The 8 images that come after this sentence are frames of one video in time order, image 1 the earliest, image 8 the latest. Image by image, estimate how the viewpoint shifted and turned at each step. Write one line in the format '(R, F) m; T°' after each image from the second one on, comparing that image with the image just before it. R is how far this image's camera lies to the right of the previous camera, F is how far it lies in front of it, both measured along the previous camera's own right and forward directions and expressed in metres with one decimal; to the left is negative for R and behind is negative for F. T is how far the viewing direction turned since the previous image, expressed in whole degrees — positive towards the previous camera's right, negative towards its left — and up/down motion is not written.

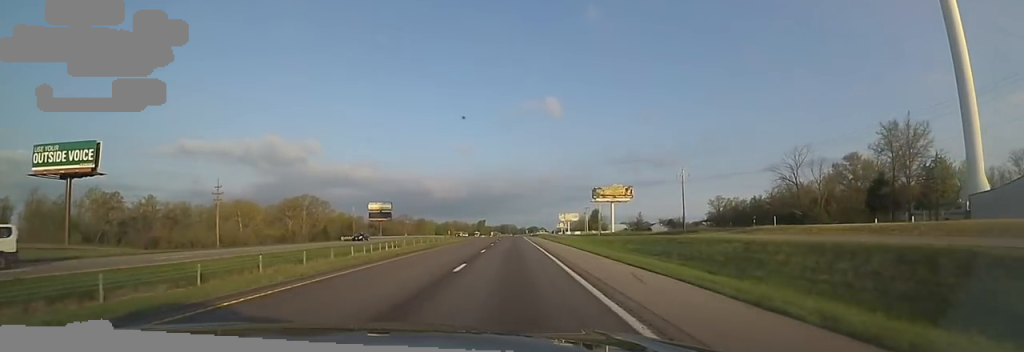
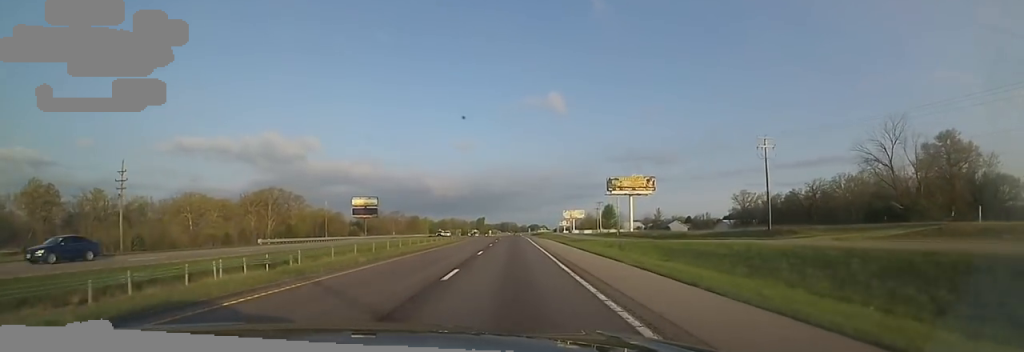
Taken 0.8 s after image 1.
(+0.6, +26.7) m; +1°
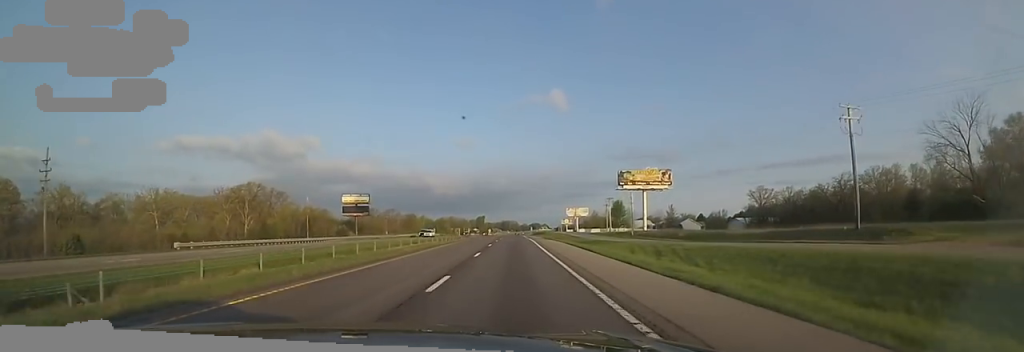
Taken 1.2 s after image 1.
(+0.8, +14.3) m; 0°
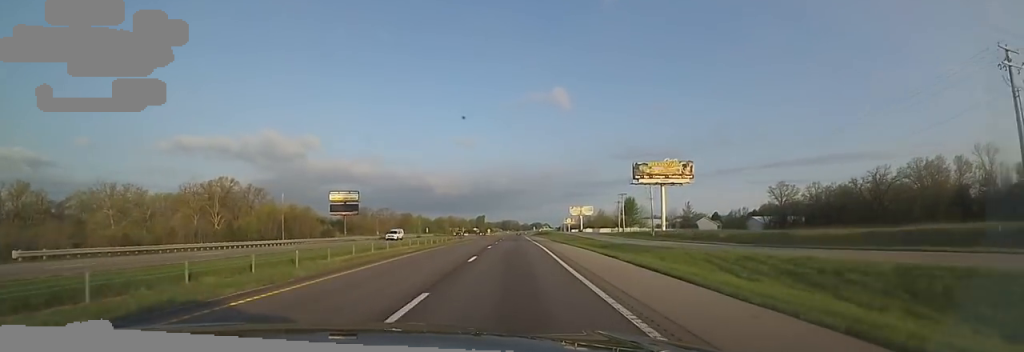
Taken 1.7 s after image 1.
(-0.3, +15.6) m; -1°
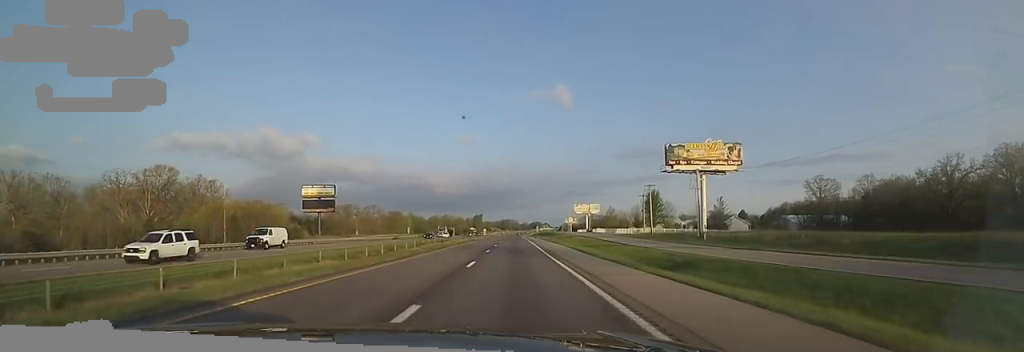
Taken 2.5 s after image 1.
(-0.8, +25.7) m; -1°
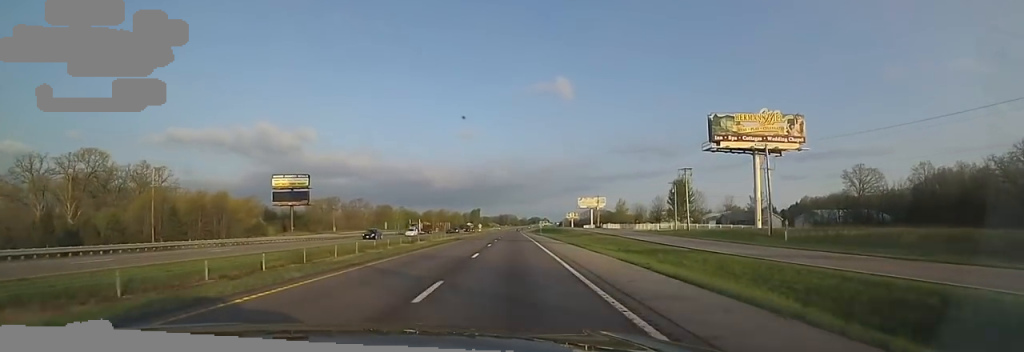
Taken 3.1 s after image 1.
(+0.3, +21.4) m; -1°
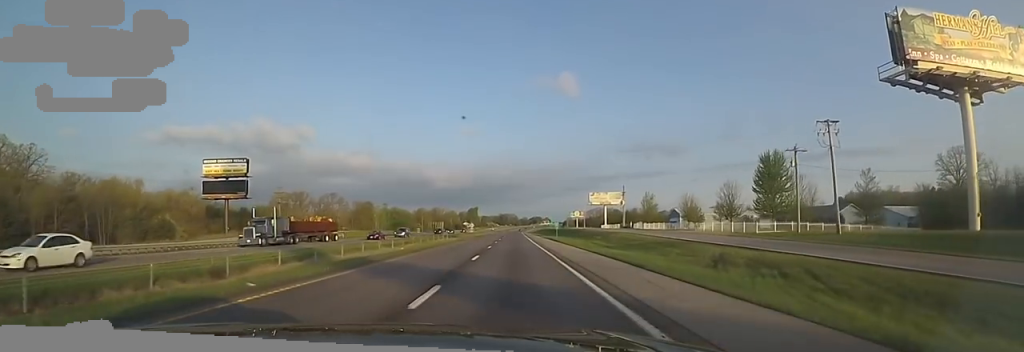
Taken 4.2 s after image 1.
(-0.8, +37.2) m; -1°
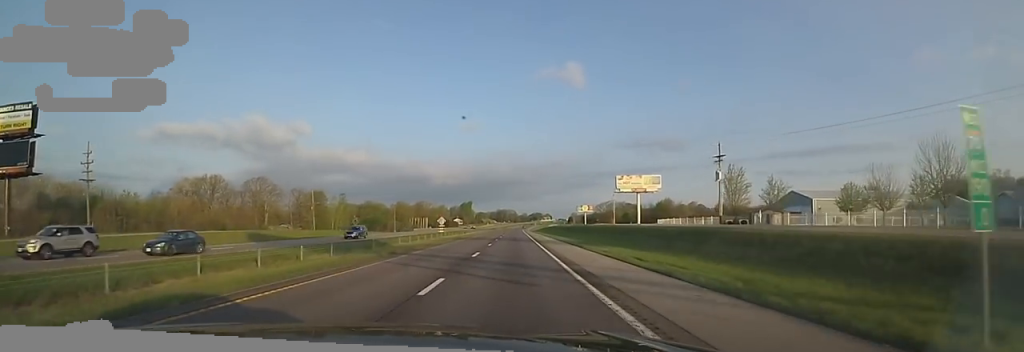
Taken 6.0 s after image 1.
(+1.1, +59.2) m; +2°
